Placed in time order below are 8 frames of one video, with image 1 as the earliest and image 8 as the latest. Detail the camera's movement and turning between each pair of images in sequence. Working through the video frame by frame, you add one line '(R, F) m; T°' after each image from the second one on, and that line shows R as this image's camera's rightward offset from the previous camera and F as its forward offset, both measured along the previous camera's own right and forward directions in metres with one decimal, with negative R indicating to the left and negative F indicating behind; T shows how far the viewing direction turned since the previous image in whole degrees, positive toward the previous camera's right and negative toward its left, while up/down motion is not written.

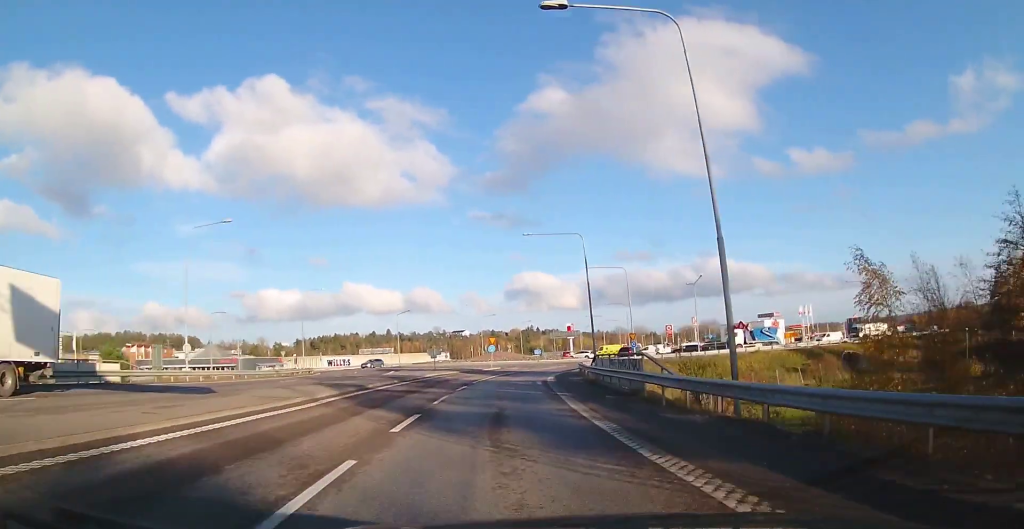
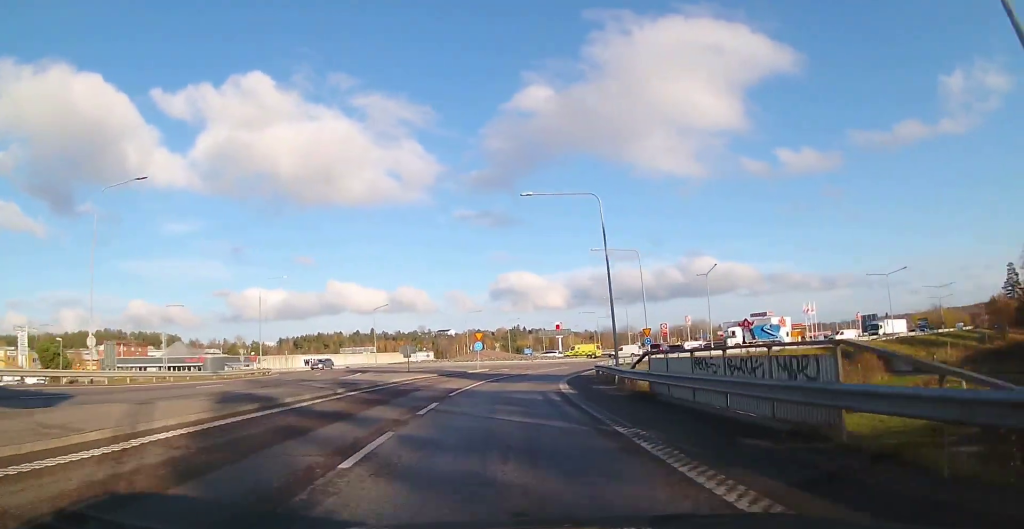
(+0.2, +9.6) m; +1°
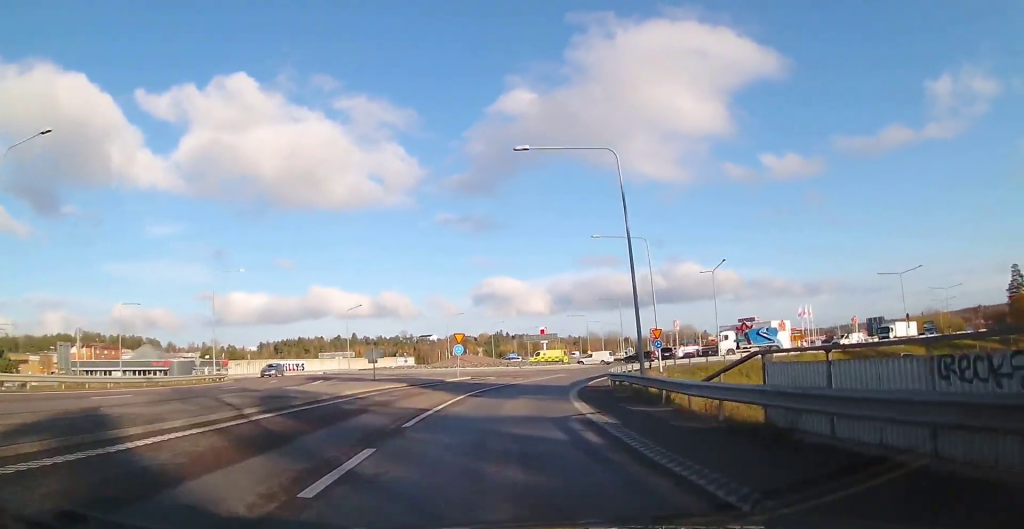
(-0.4, +7.4) m; +1°
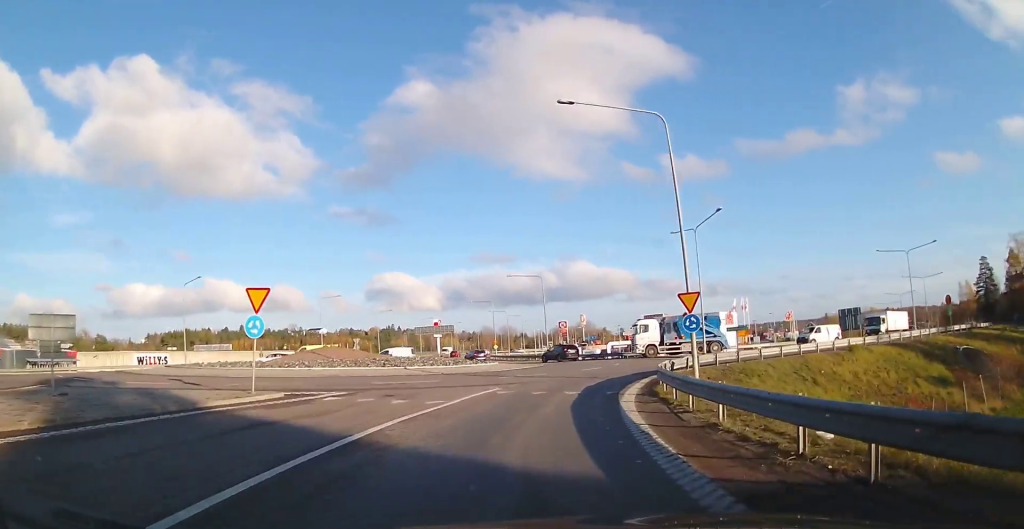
(+1.4, +23.5) m; +9°
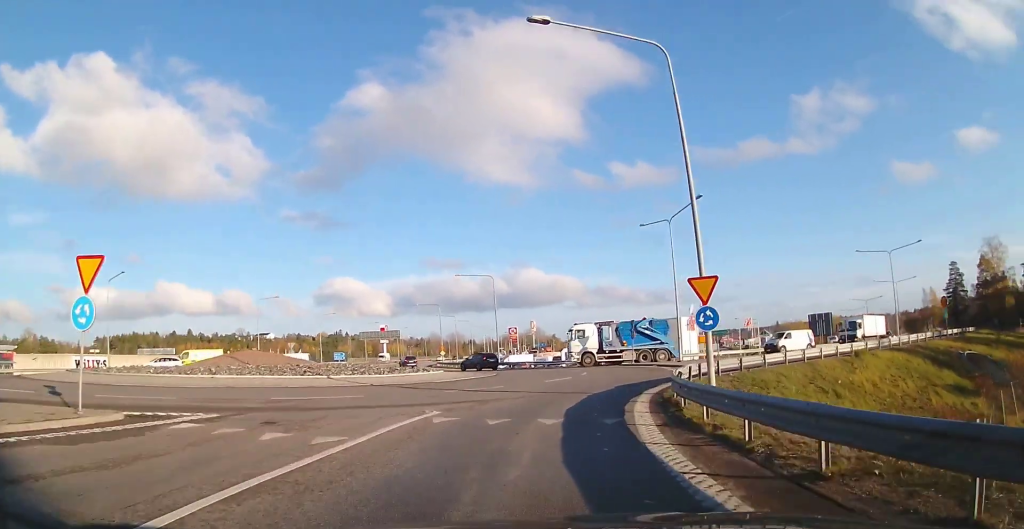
(+0.6, +6.3) m; +6°
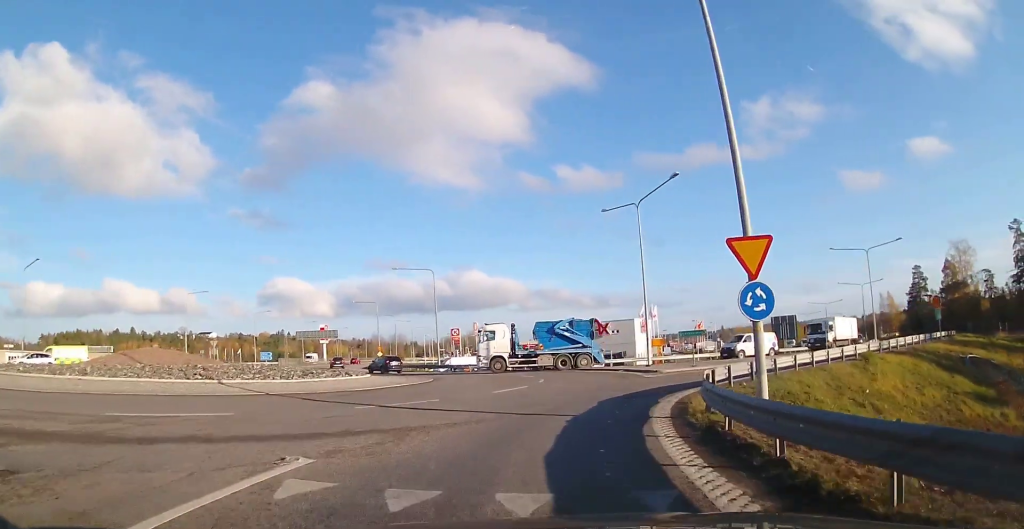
(+0.3, +6.3) m; +6°
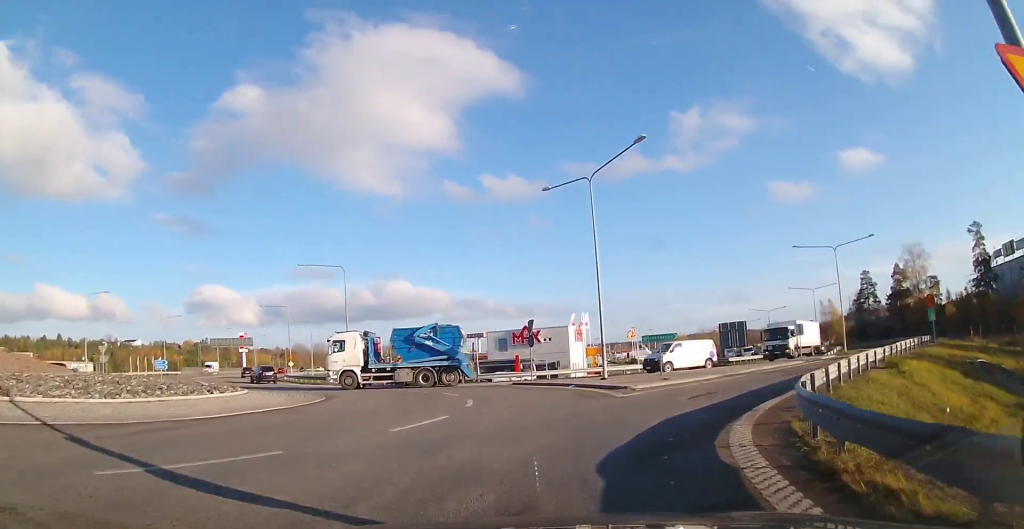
(+0.3, +7.7) m; +7°
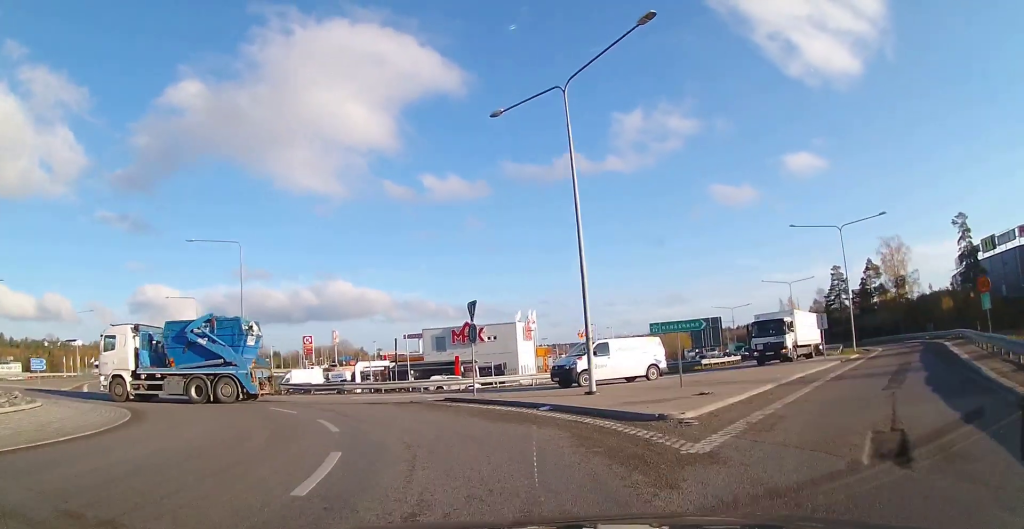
(+0.9, +11.1) m; 0°
